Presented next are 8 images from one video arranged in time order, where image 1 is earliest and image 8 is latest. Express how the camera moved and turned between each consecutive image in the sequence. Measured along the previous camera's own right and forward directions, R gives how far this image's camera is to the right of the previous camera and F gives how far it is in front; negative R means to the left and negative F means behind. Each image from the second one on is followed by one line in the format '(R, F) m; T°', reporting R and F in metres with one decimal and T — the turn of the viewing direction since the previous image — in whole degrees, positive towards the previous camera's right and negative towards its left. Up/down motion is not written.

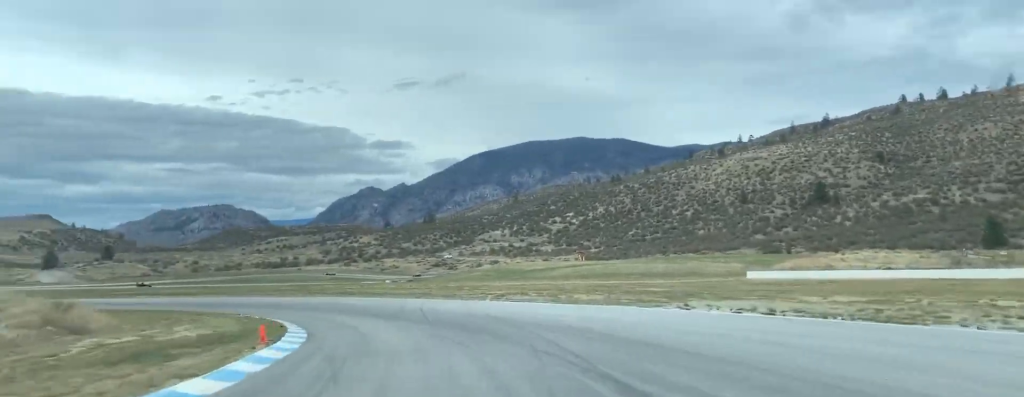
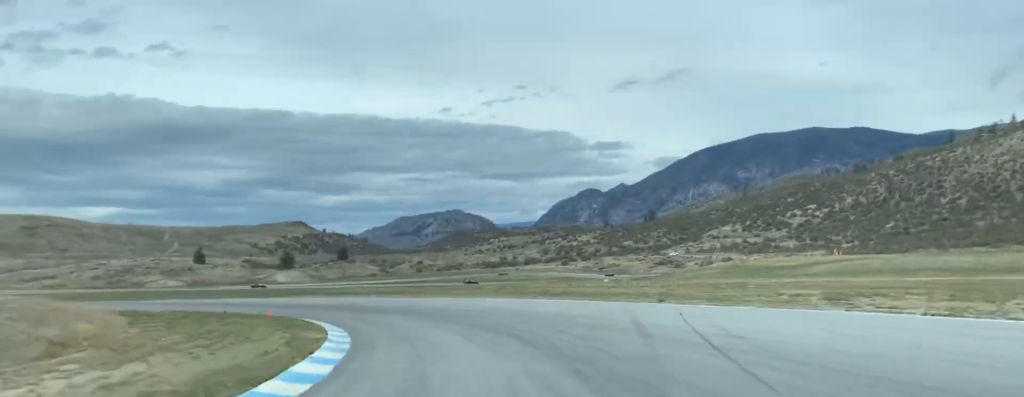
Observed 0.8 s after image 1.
(-3.2, +26.4) m; -12°
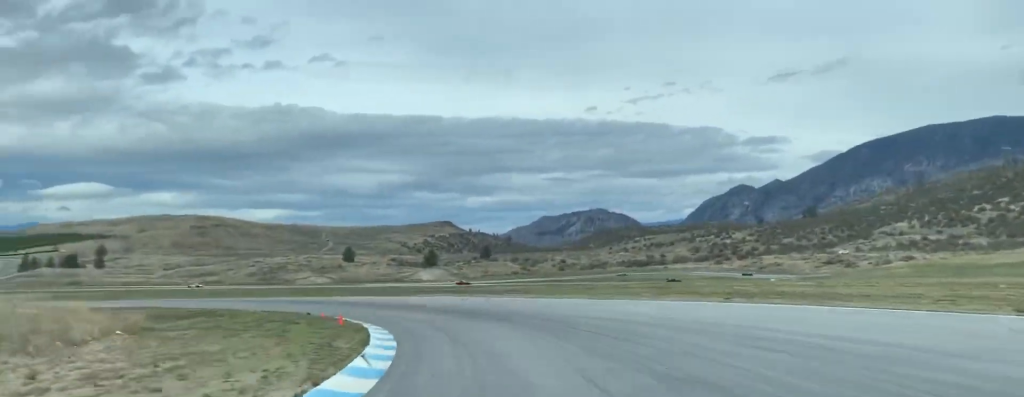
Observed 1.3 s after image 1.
(-1.5, +15.8) m; -5°
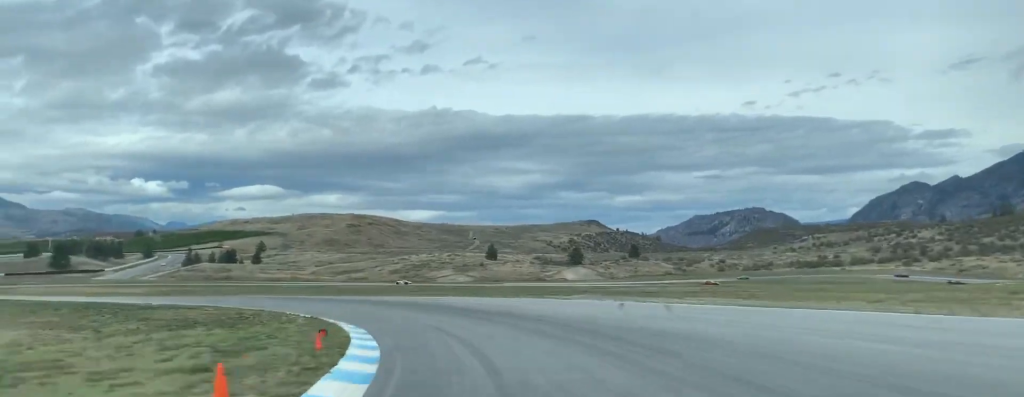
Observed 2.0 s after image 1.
(-1.1, +22.5) m; -8°
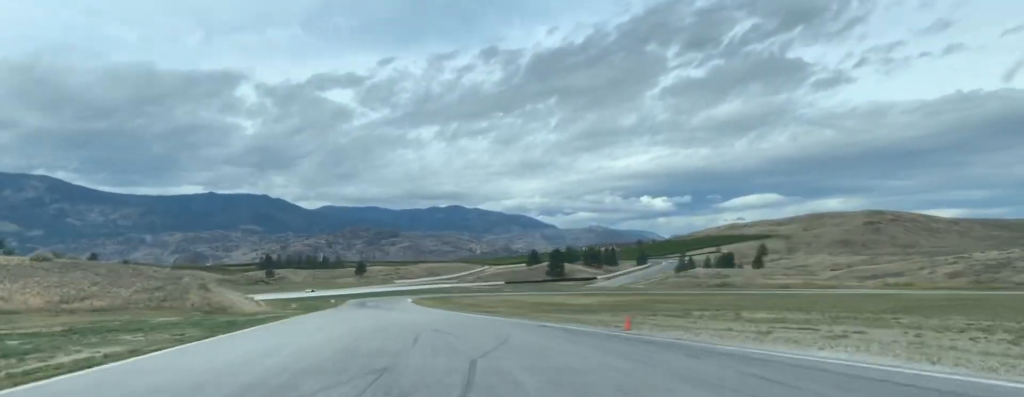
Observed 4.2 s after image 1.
(-26.0, +70.0) m; -41°
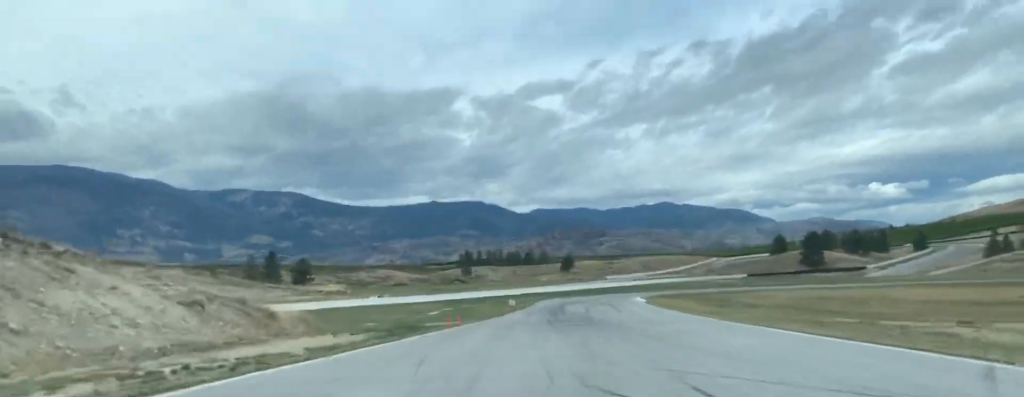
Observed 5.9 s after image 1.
(-11.6, +63.7) m; -11°
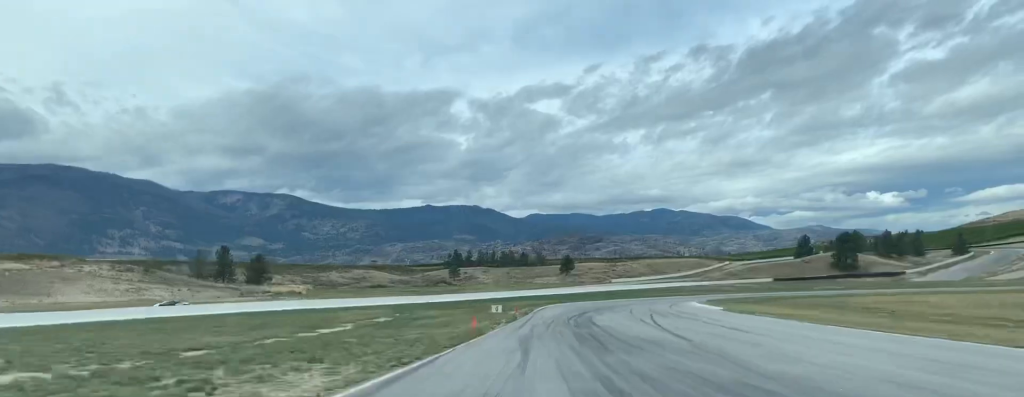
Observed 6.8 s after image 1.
(+1.6, +33.4) m; +3°
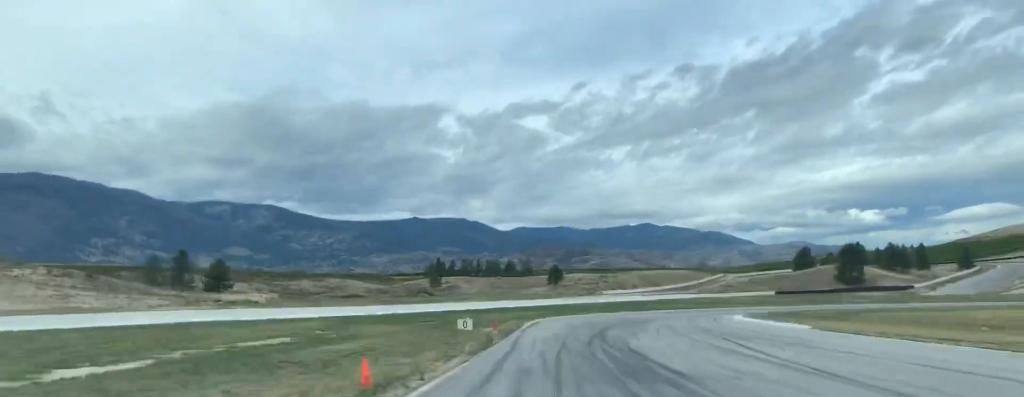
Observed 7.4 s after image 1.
(+0.3, +17.2) m; +1°
